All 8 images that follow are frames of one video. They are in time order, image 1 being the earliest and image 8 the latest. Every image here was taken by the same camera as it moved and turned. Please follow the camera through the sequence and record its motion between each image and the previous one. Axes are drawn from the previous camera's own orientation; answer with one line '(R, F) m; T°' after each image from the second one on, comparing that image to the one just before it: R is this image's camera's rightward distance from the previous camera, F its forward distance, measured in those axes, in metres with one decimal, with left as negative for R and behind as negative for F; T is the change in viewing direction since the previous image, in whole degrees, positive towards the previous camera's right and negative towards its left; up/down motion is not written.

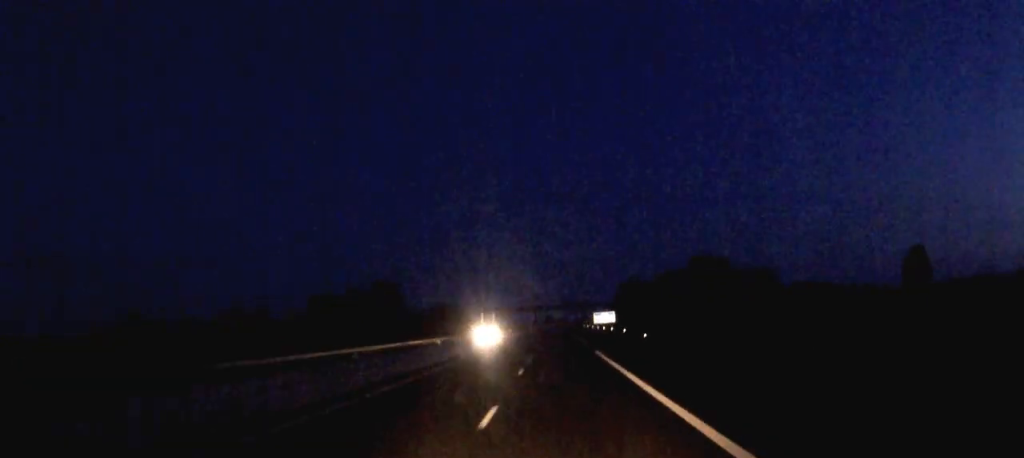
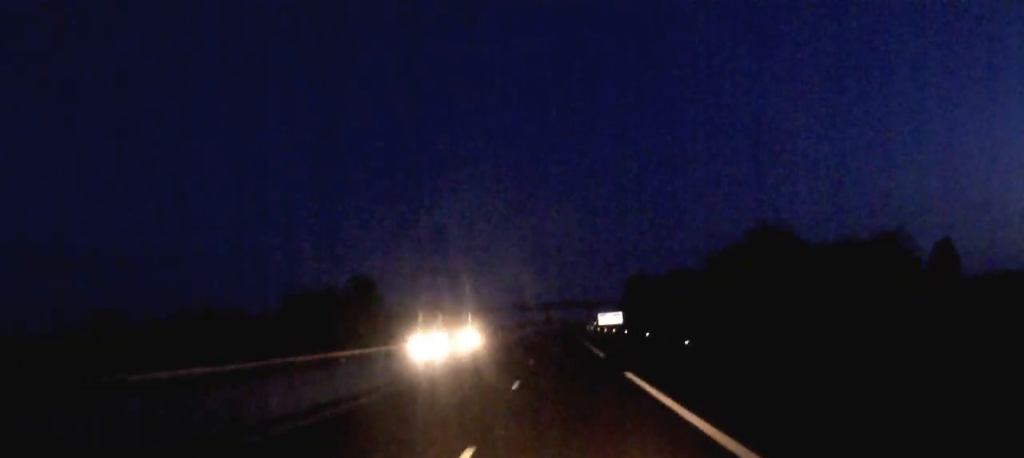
(0.0, +18.1) m; 0°
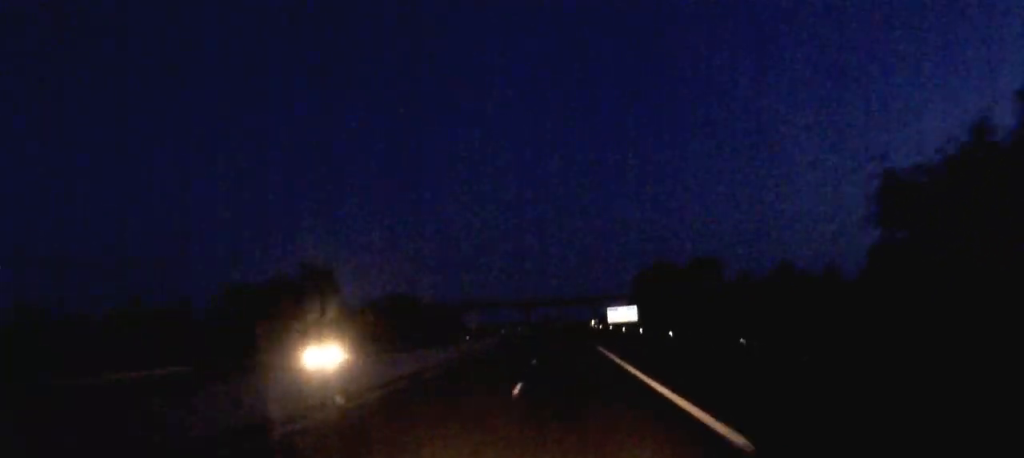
(0.0, +28.6) m; 0°
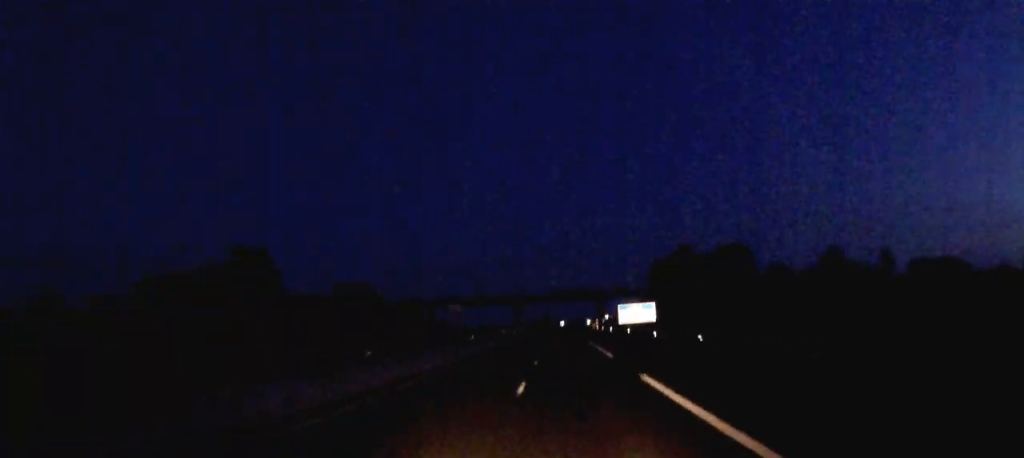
(+0.1, +25.7) m; 0°
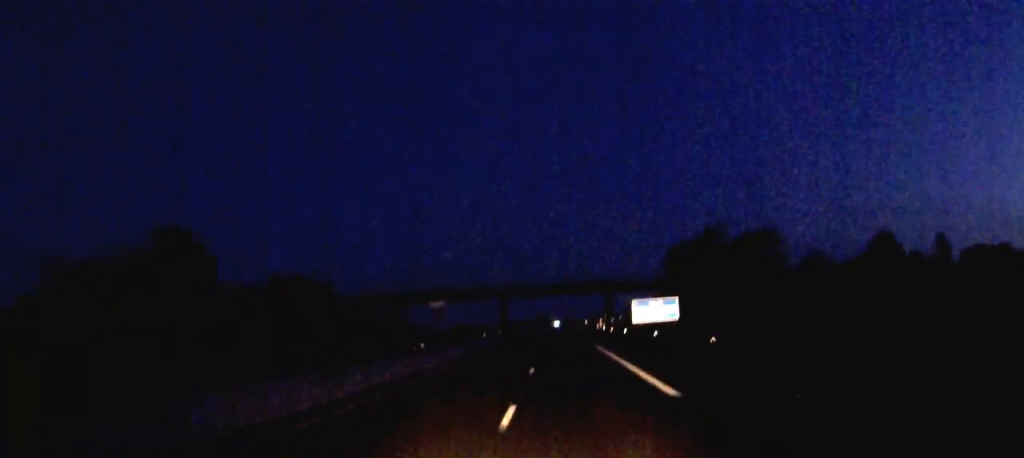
(0.0, +19.1) m; 0°
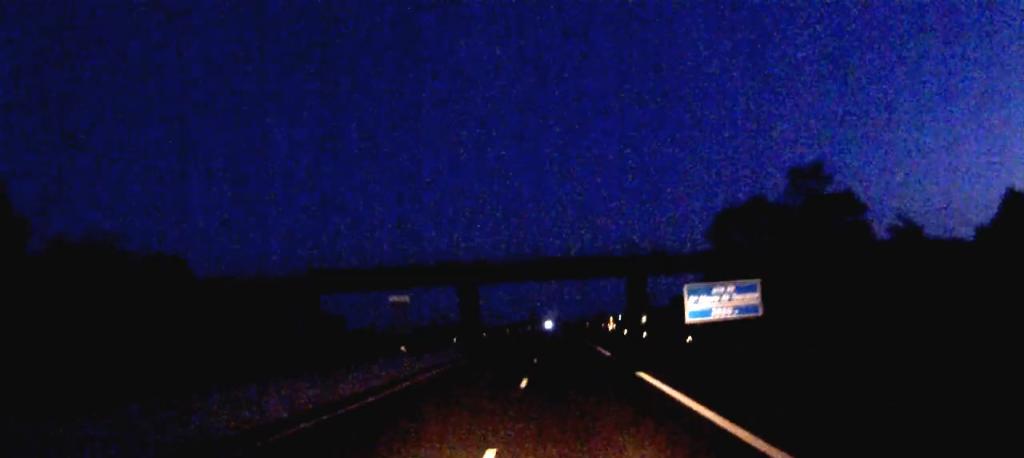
(+0.1, +31.5) m; 0°
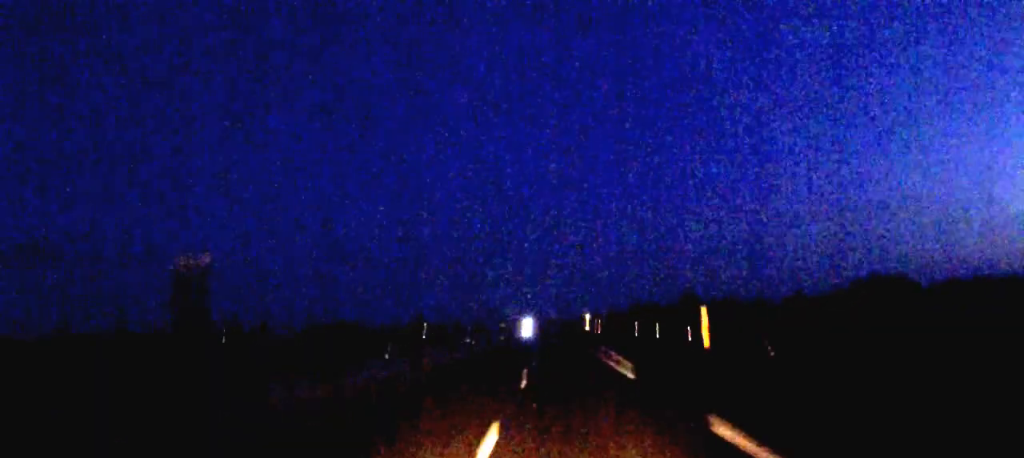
(+0.4, +63.5) m; 0°
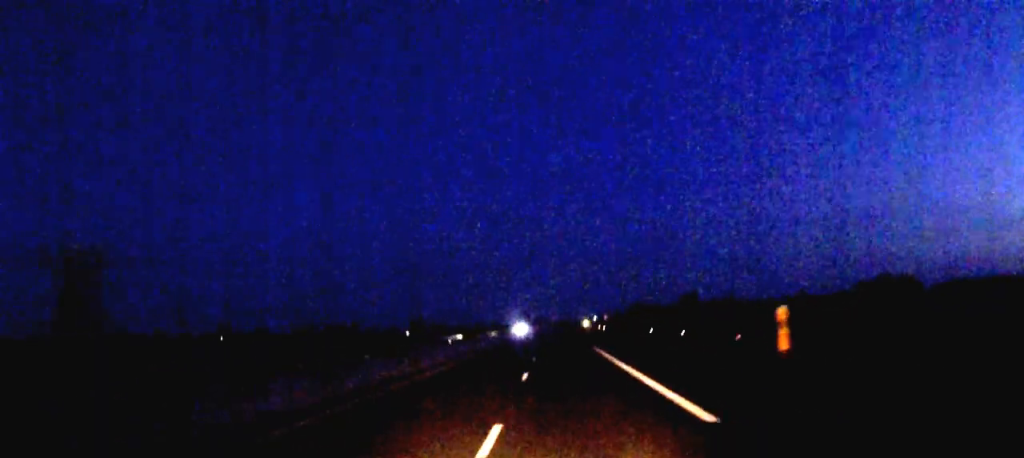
(0.0, +12.6) m; 0°
